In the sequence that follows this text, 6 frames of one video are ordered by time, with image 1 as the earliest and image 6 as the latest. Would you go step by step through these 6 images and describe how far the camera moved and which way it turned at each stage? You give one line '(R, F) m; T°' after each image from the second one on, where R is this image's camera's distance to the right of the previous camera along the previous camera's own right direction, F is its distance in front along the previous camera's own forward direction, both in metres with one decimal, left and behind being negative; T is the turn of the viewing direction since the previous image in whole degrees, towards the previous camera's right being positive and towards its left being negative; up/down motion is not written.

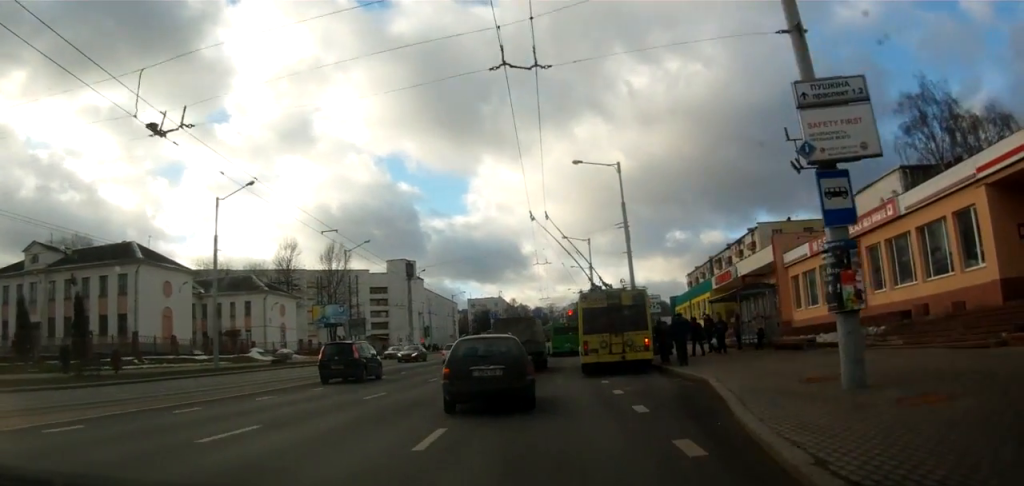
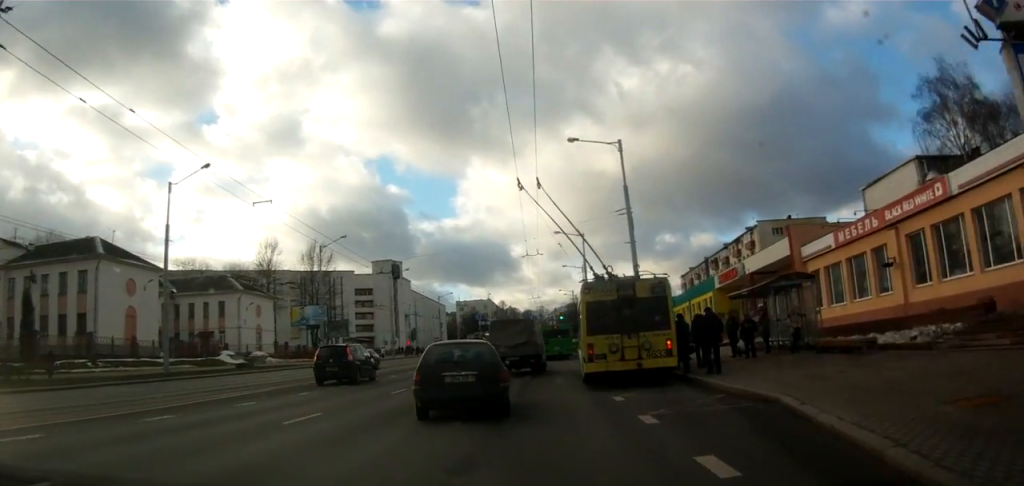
(0.0, +5.3) m; 0°
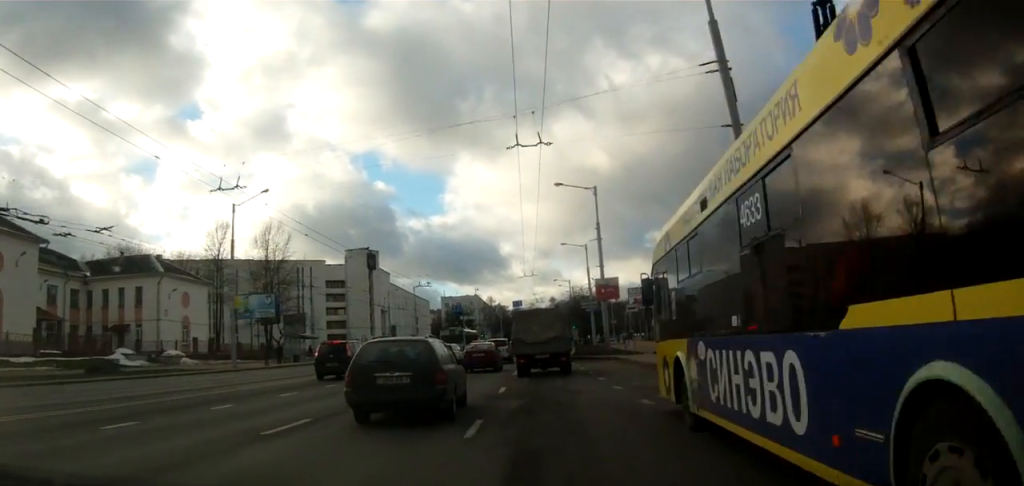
(-1.0, +18.1) m; 0°
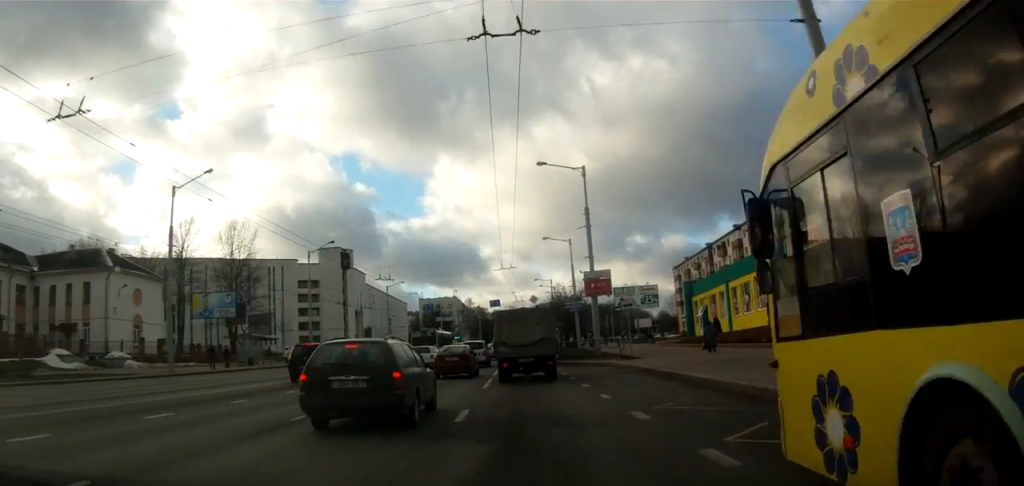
(+0.7, +5.9) m; 0°
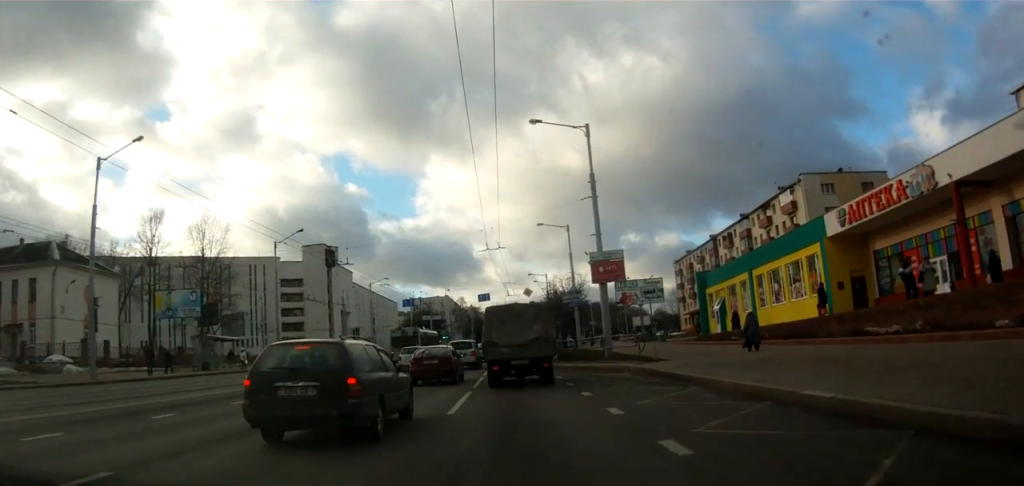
(-0.1, +7.2) m; -2°
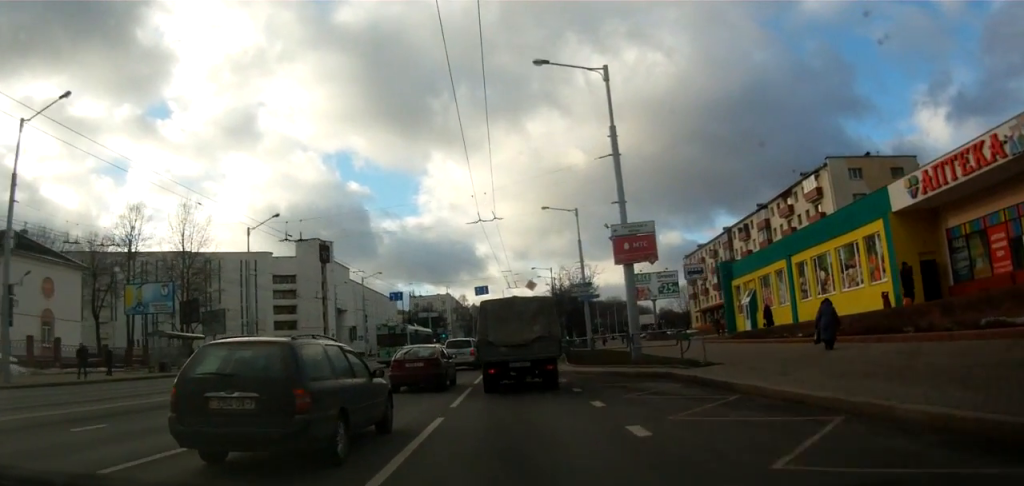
(-0.4, +6.3) m; -1°
